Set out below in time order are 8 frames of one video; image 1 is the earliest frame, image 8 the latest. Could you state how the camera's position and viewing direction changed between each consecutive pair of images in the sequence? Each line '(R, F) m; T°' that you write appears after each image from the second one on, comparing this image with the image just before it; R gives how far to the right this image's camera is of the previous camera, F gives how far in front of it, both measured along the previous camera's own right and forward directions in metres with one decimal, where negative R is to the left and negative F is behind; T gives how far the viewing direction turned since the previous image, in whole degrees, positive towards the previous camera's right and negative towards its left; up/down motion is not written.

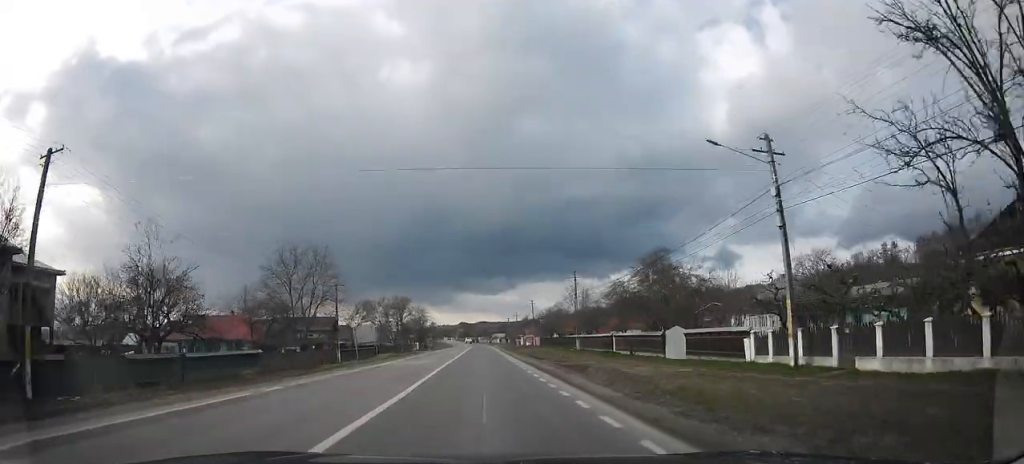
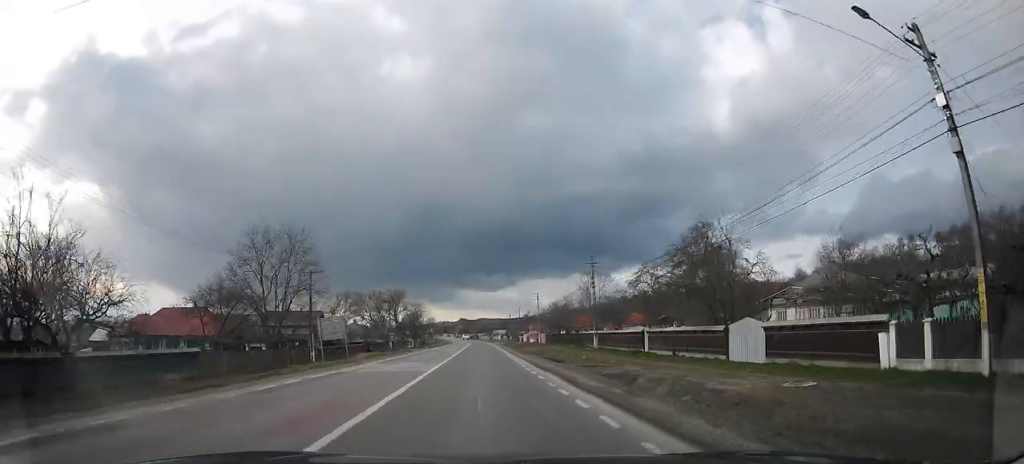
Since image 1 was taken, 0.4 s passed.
(+0.2, +8.1) m; +1°
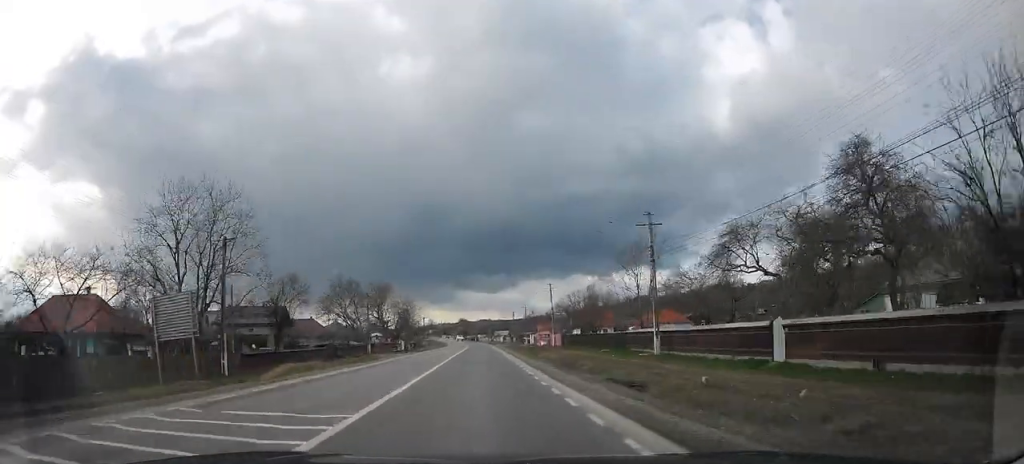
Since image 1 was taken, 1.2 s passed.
(+0.1, +15.5) m; 0°
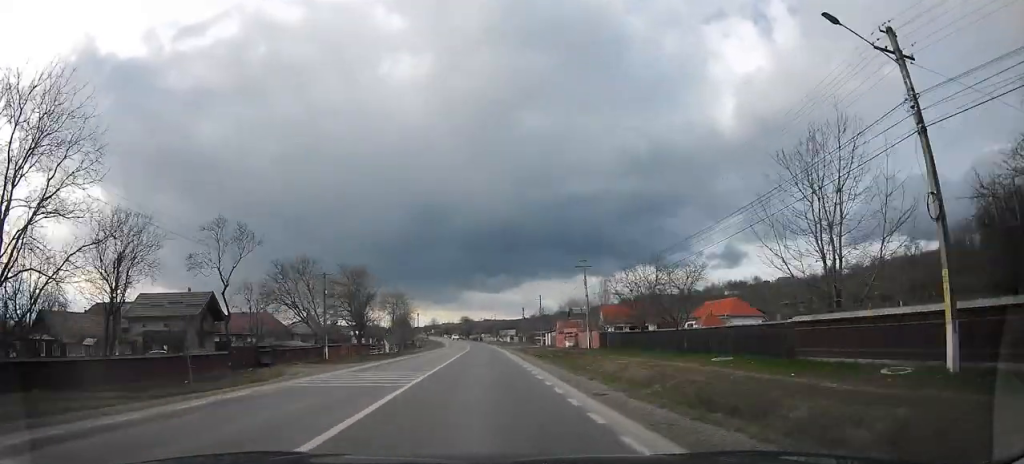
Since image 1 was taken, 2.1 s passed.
(0.0, +19.7) m; -1°
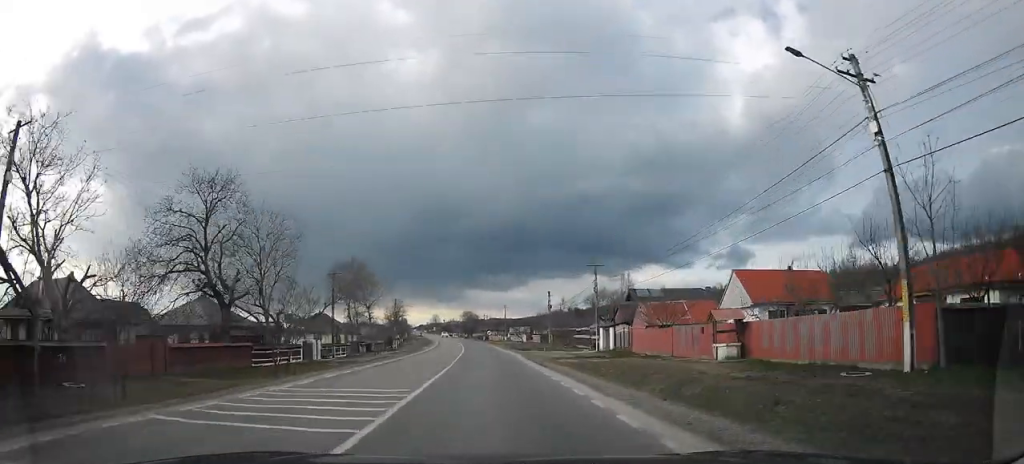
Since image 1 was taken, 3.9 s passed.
(-0.4, +36.3) m; +2°
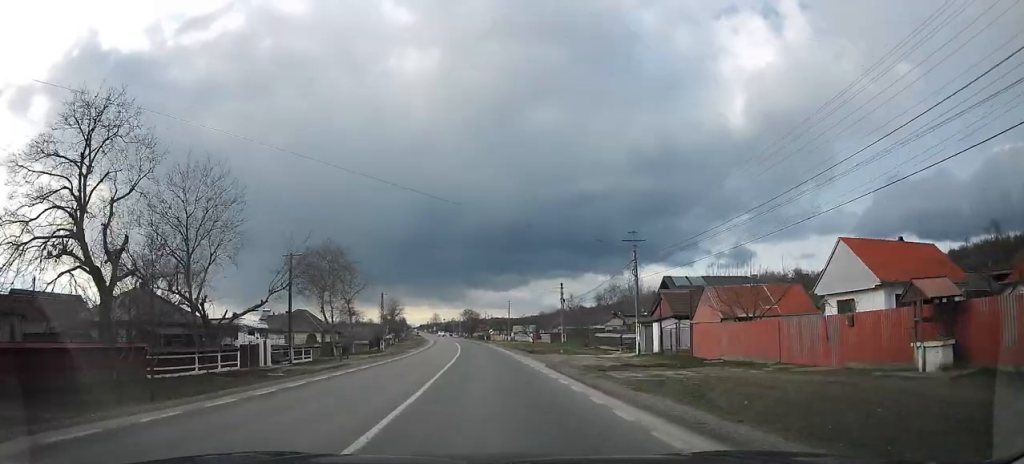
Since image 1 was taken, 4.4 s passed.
(+0.9, +11.4) m; 0°
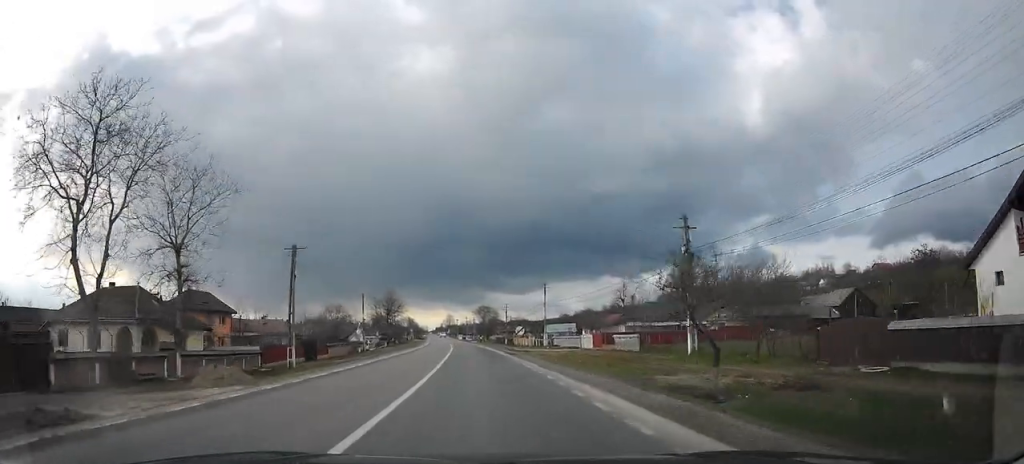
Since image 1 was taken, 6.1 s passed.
(-1.4, +37.6) m; -1°
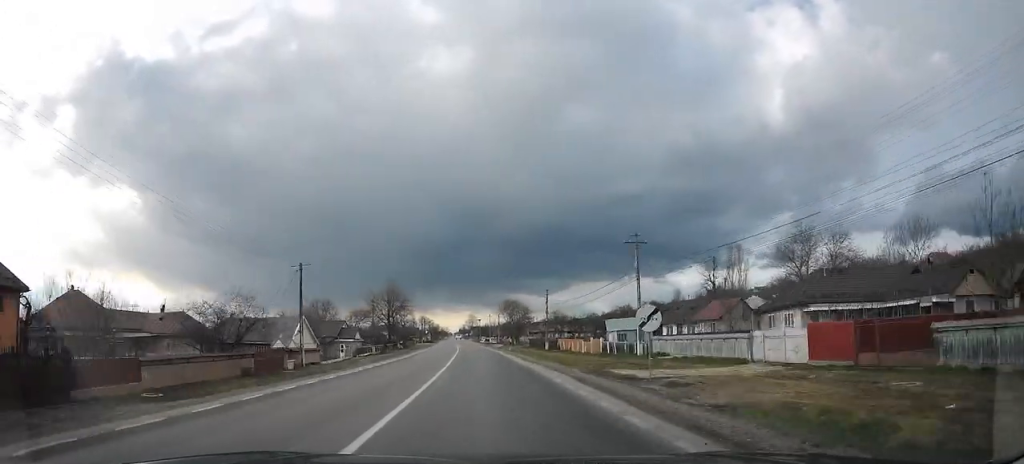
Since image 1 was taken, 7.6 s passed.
(+0.6, +31.6) m; -3°
